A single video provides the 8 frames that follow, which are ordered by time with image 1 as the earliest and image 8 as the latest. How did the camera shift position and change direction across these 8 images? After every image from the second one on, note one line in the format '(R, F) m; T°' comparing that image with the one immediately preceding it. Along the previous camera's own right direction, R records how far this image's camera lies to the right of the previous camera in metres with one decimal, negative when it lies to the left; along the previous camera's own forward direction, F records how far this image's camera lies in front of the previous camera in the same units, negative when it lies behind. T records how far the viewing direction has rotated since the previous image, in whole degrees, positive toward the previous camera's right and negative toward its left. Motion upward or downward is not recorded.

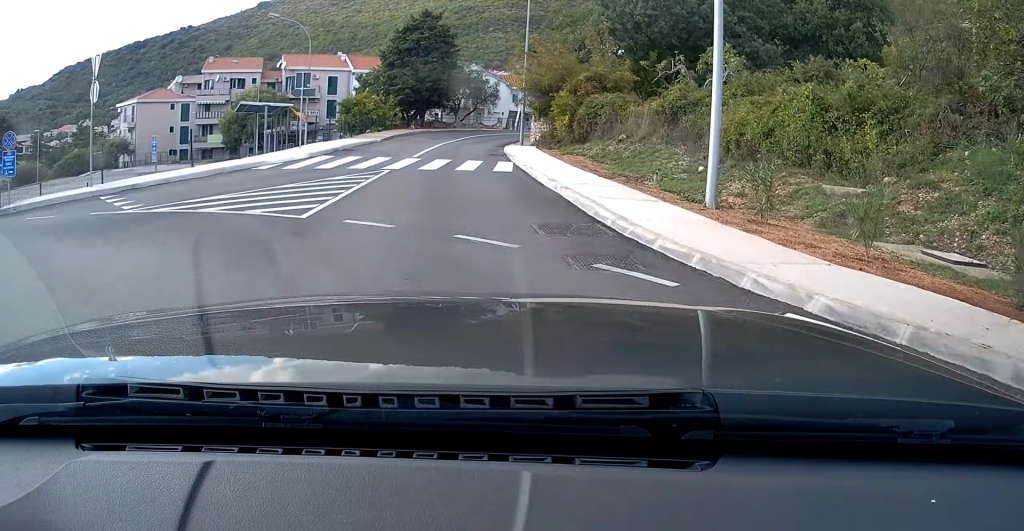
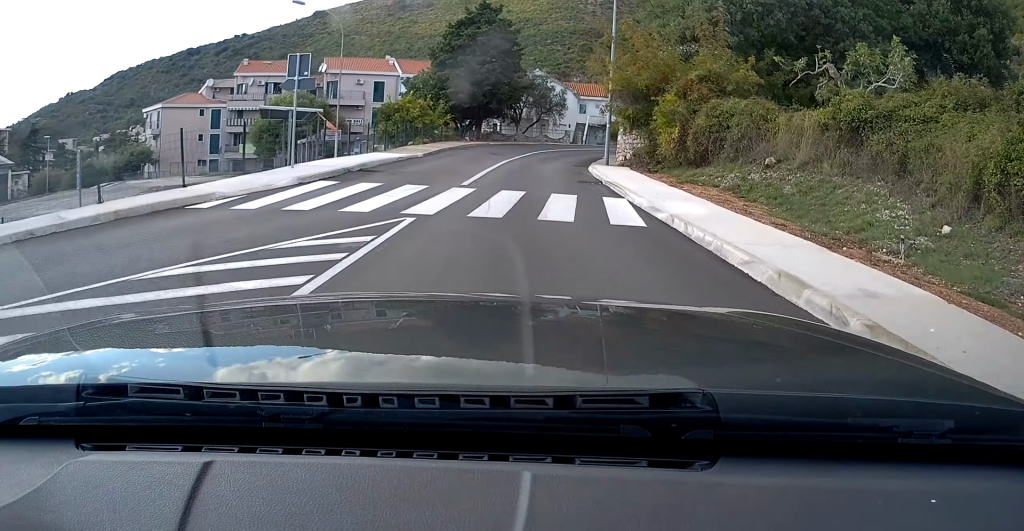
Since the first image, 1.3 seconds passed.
(-0.6, +9.8) m; 0°
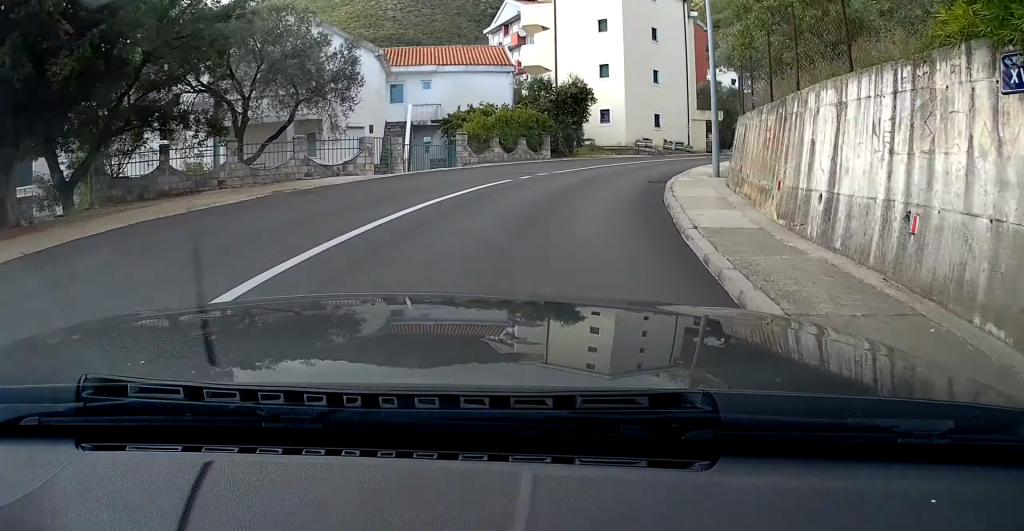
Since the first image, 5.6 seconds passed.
(+5.1, +35.3) m; +23°
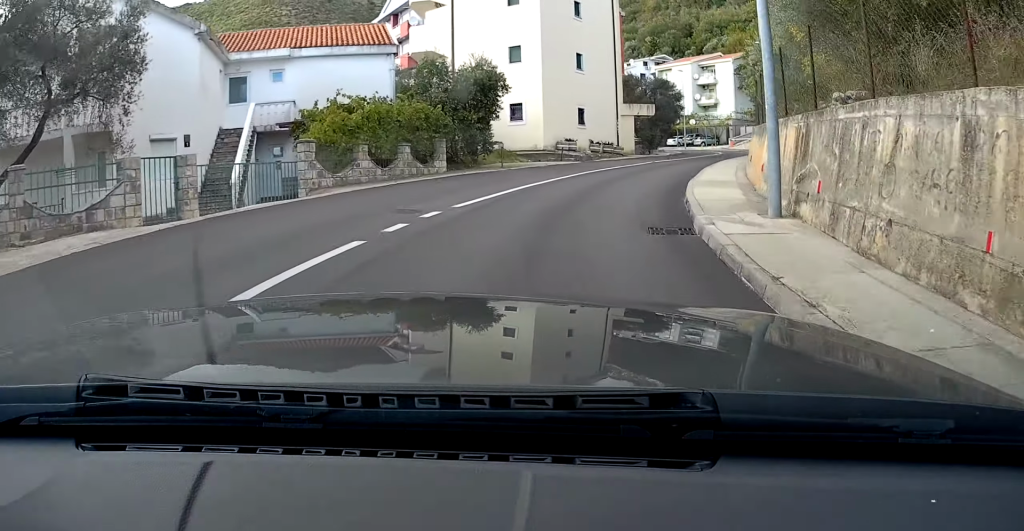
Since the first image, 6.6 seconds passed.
(+0.7, +8.8) m; +7°
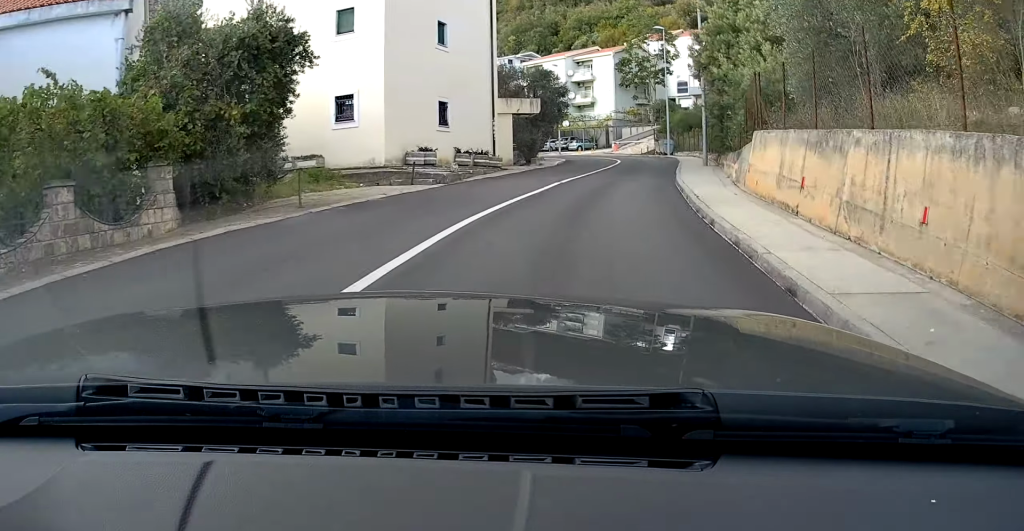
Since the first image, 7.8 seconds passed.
(+0.8, +11.3) m; +9°
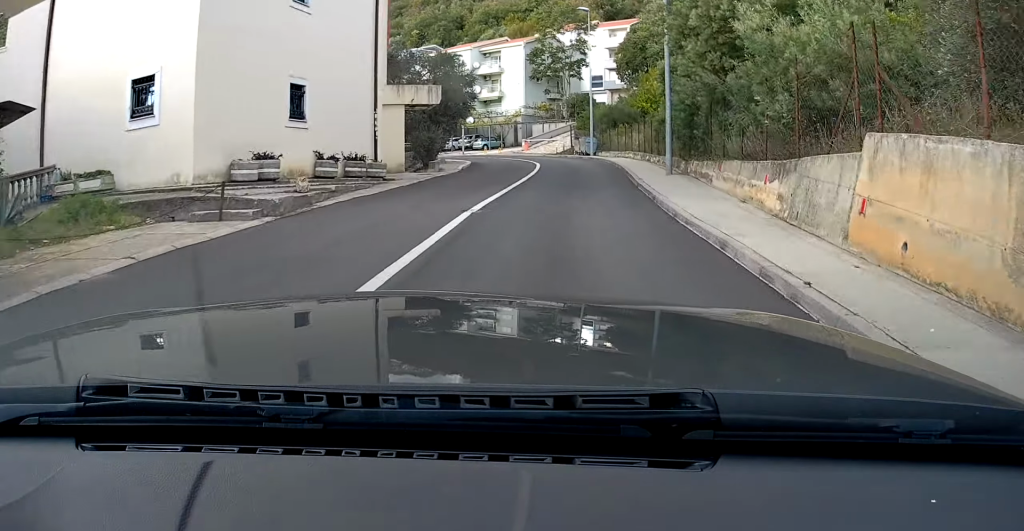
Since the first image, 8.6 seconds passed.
(+0.6, +7.5) m; +3°
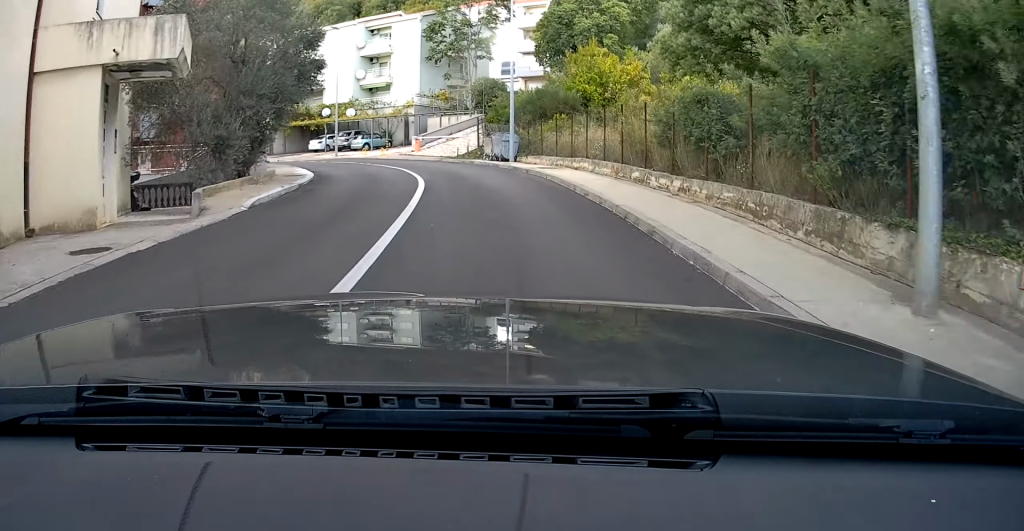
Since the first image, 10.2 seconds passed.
(+1.2, +15.0) m; +3°
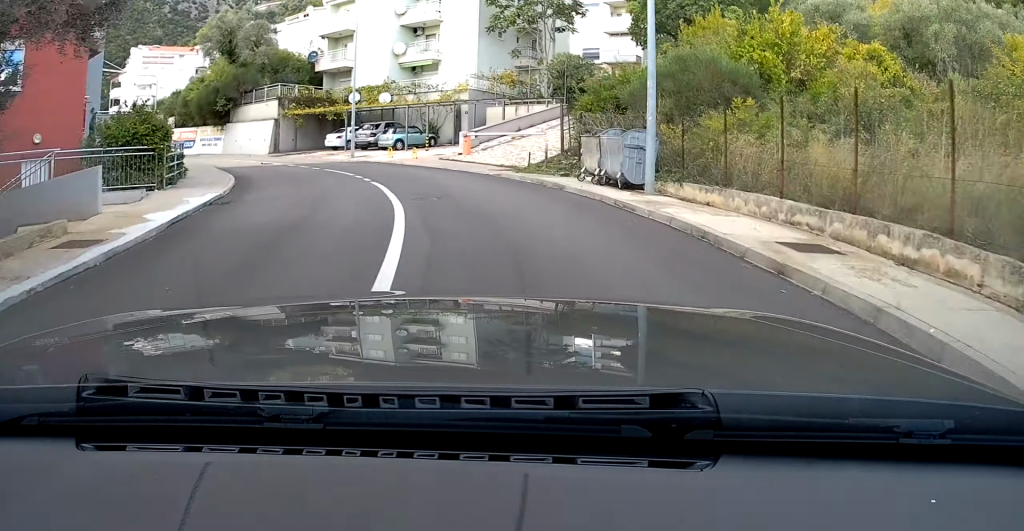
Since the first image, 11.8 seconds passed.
(-0.1, +15.1) m; -8°
